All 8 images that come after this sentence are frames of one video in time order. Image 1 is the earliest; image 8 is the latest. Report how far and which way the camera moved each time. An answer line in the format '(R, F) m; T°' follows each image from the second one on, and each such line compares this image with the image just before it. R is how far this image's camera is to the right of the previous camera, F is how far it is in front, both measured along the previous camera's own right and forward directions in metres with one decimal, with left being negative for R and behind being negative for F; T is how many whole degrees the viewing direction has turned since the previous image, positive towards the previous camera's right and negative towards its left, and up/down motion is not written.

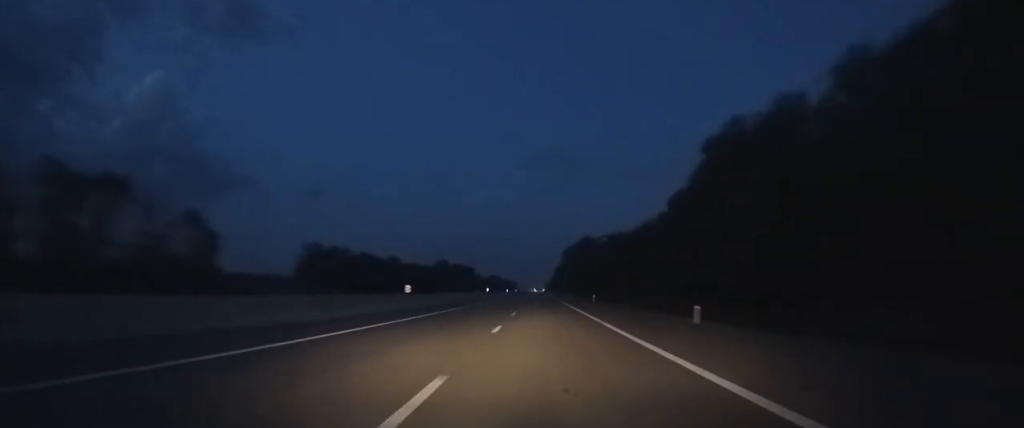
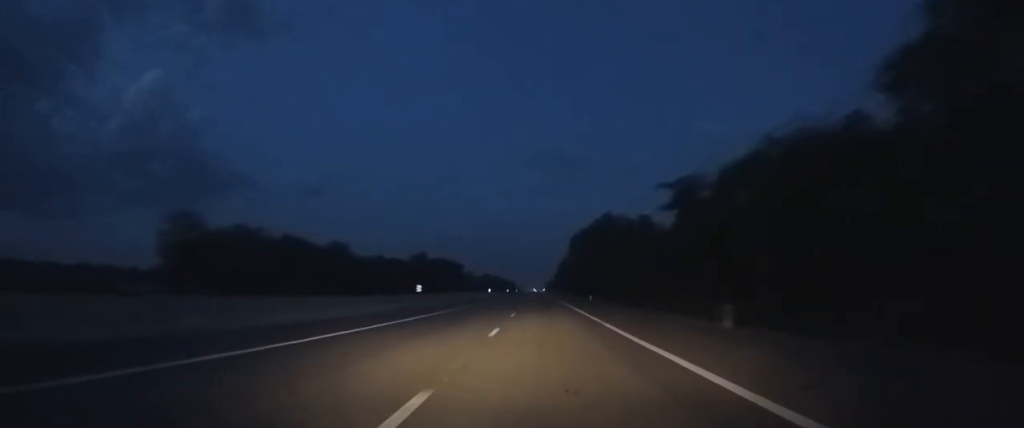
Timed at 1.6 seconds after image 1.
(0.0, +51.2) m; 0°
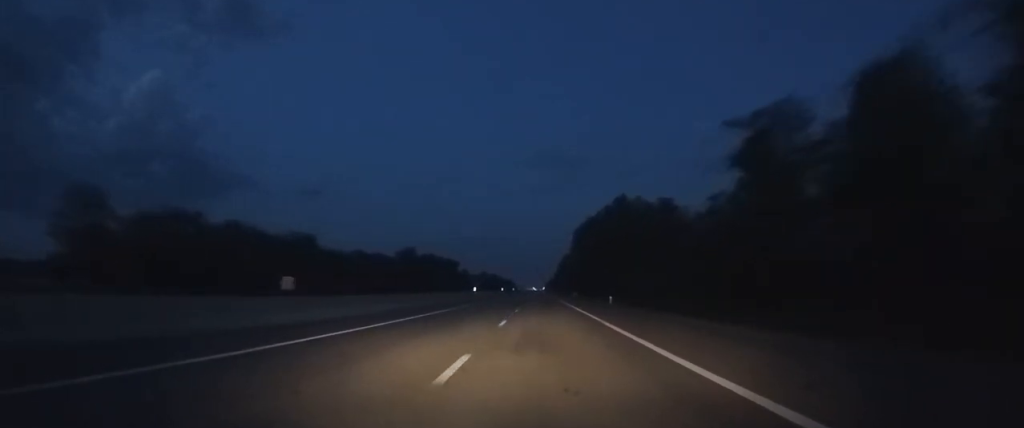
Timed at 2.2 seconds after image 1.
(0.0, +16.1) m; 0°
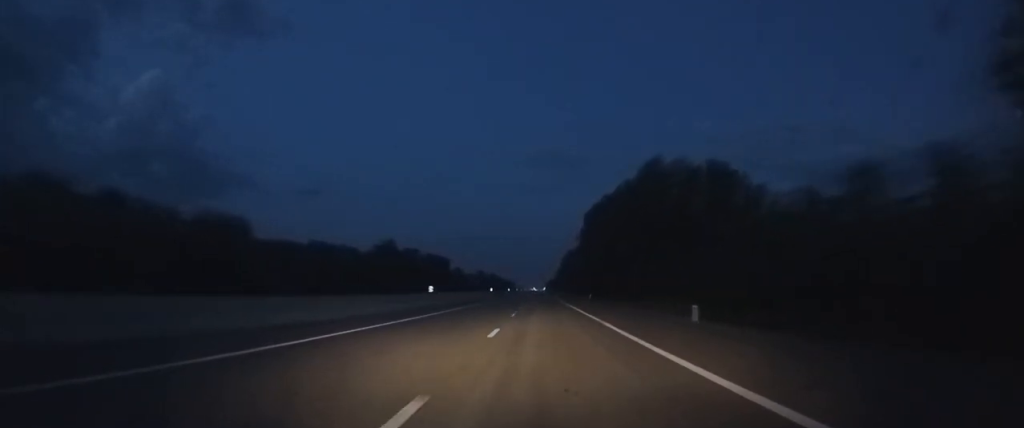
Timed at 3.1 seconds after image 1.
(0.0, +21.3) m; 0°
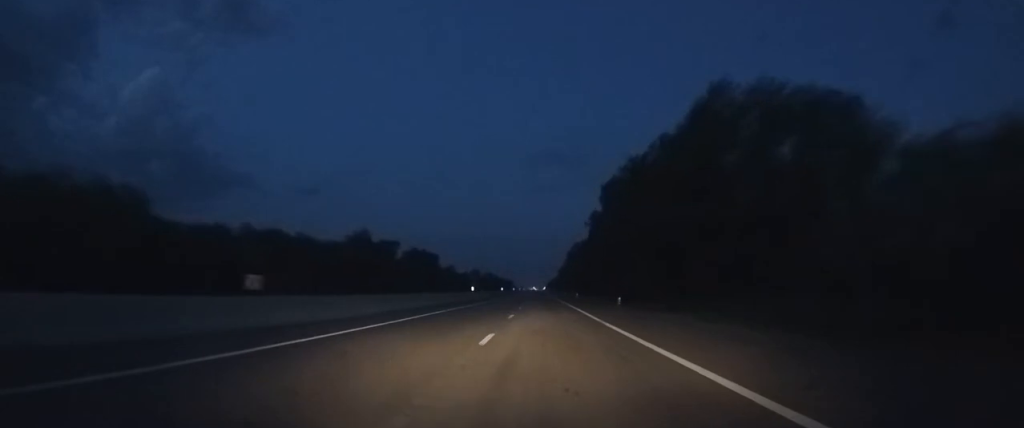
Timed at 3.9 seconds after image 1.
(0.0, +20.1) m; 0°
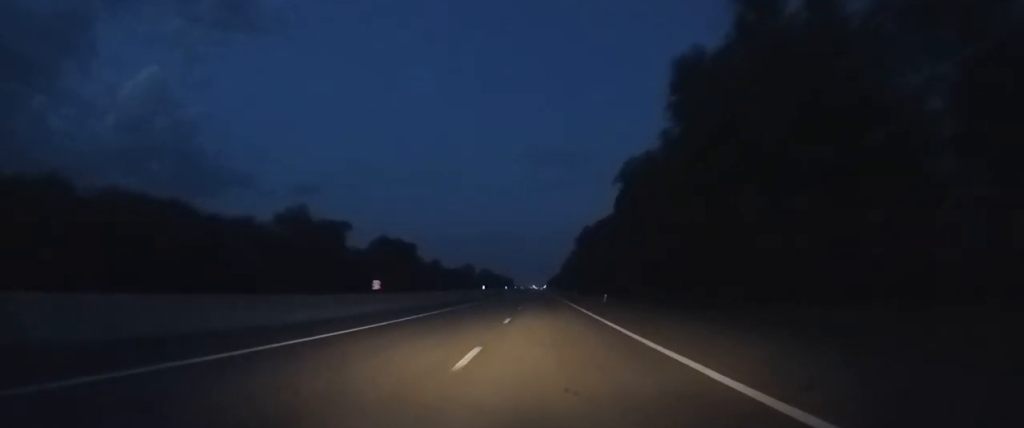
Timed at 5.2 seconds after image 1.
(-0.1, +36.3) m; 0°
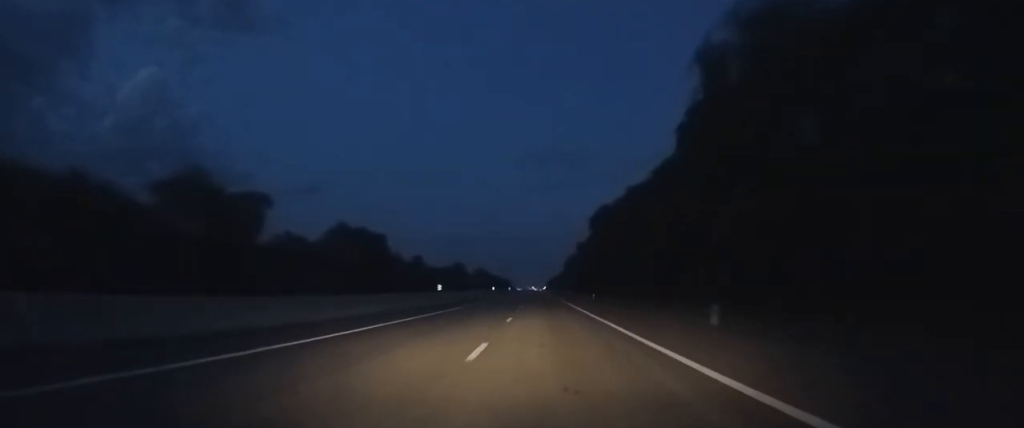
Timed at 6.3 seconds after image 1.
(0.0, +37.0) m; 0°
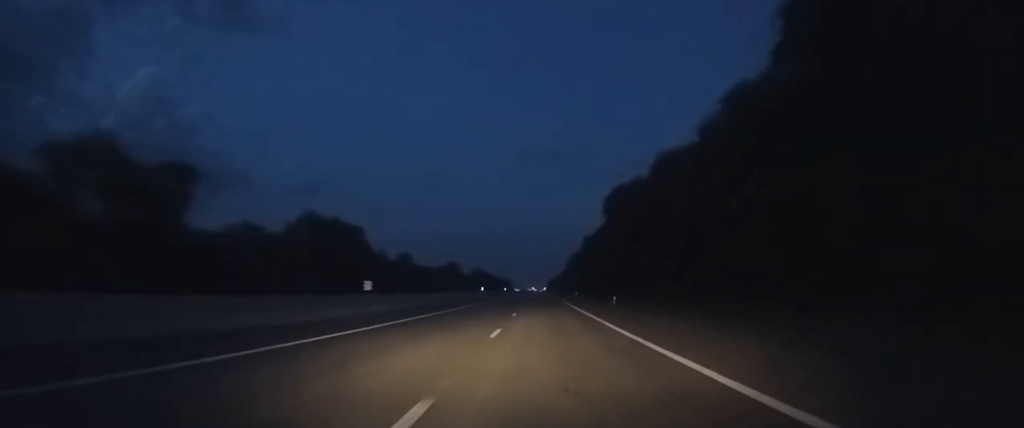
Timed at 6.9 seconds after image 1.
(0.0, +21.7) m; 0°
